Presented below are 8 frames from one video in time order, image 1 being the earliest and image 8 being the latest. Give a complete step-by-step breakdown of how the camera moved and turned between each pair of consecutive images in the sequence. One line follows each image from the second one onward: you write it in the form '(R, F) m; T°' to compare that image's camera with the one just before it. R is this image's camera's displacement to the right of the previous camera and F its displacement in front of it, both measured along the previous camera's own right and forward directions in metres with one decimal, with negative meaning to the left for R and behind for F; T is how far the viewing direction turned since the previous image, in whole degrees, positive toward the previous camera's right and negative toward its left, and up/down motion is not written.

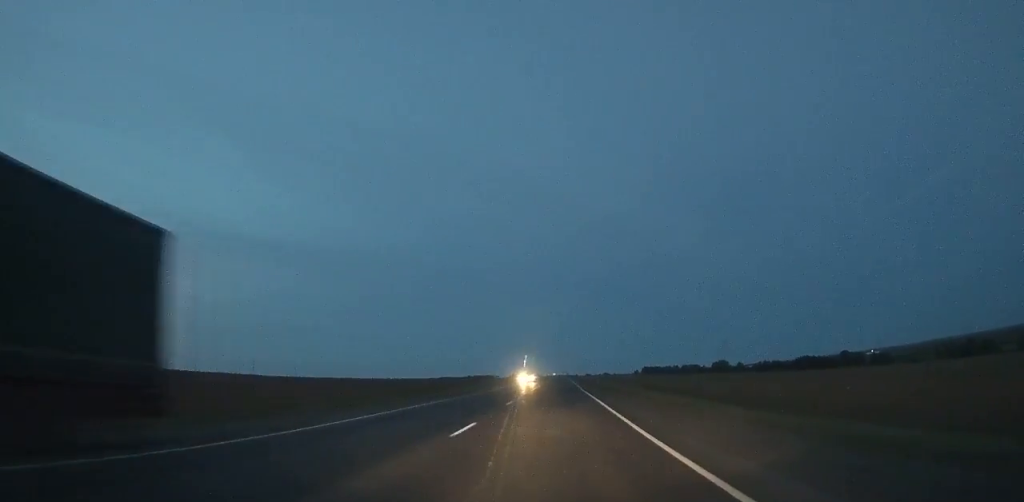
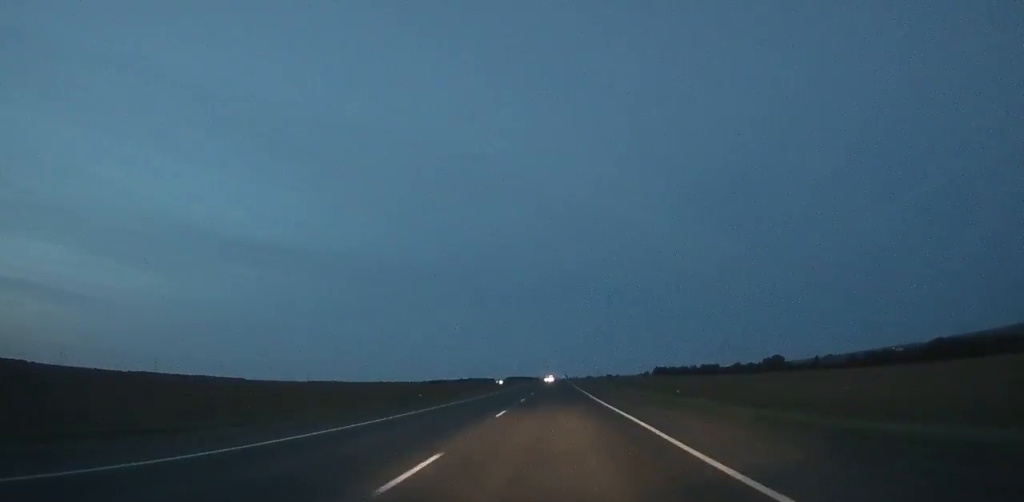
(+0.5, +145.2) m; 0°
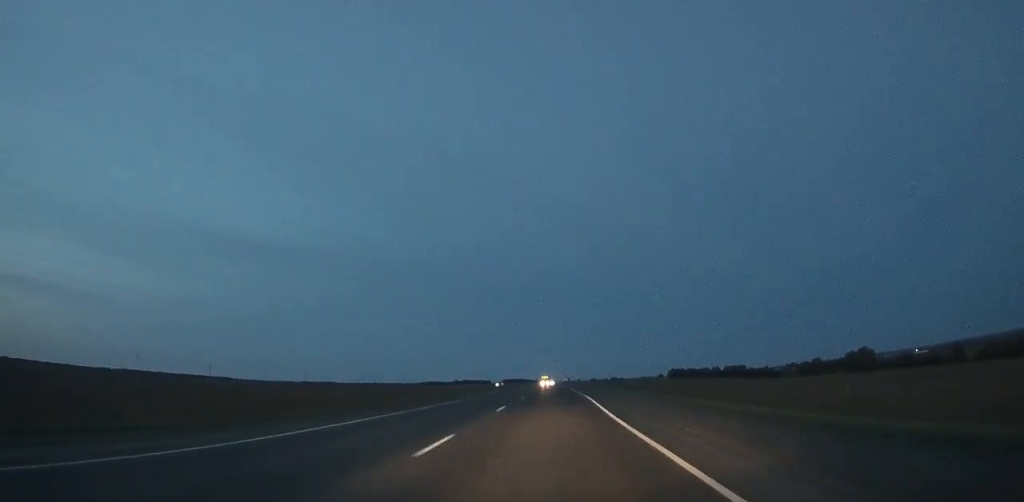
(0.0, +126.7) m; 0°
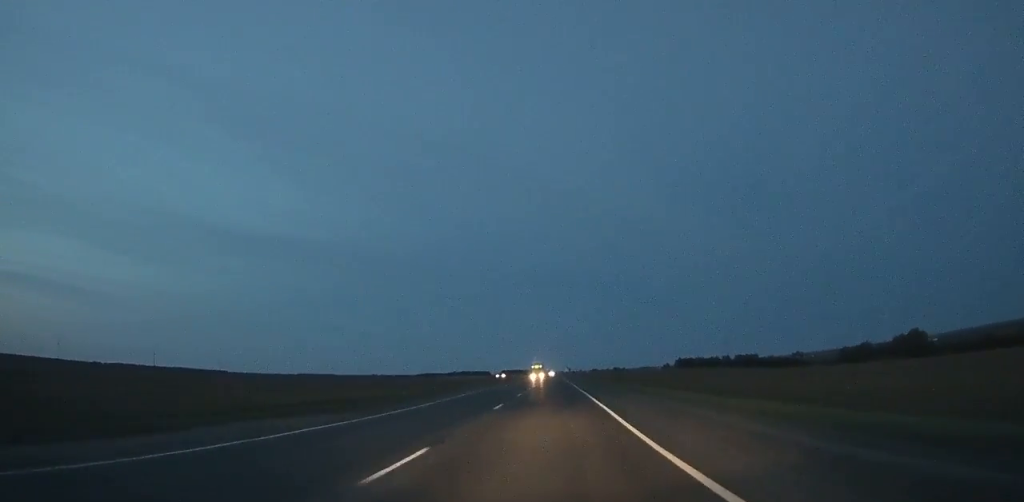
(-0.1, +49.1) m; 0°
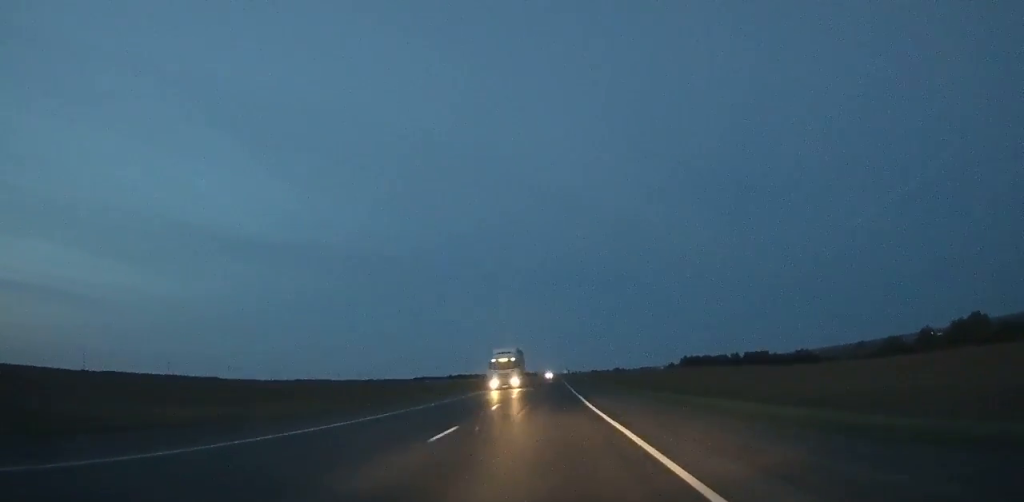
(0.0, +44.3) m; 0°
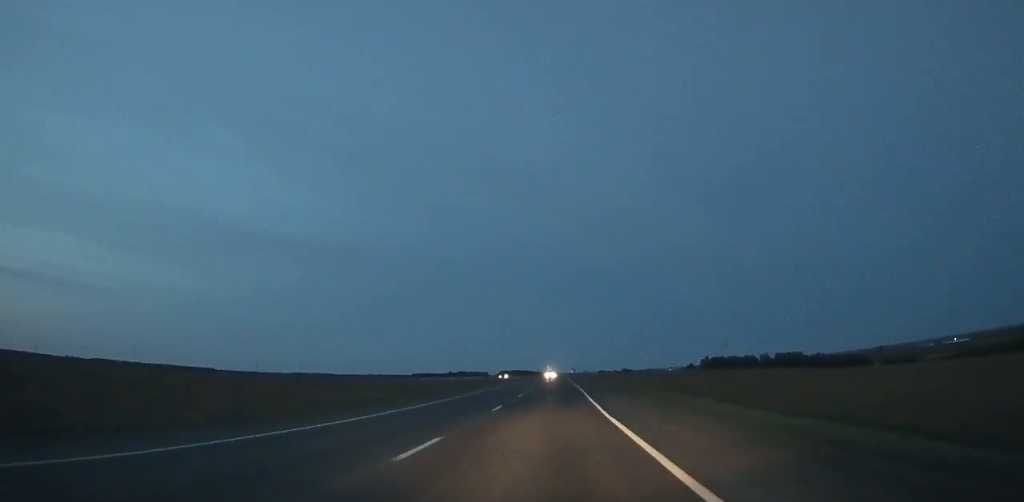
(-0.2, +86.2) m; 0°
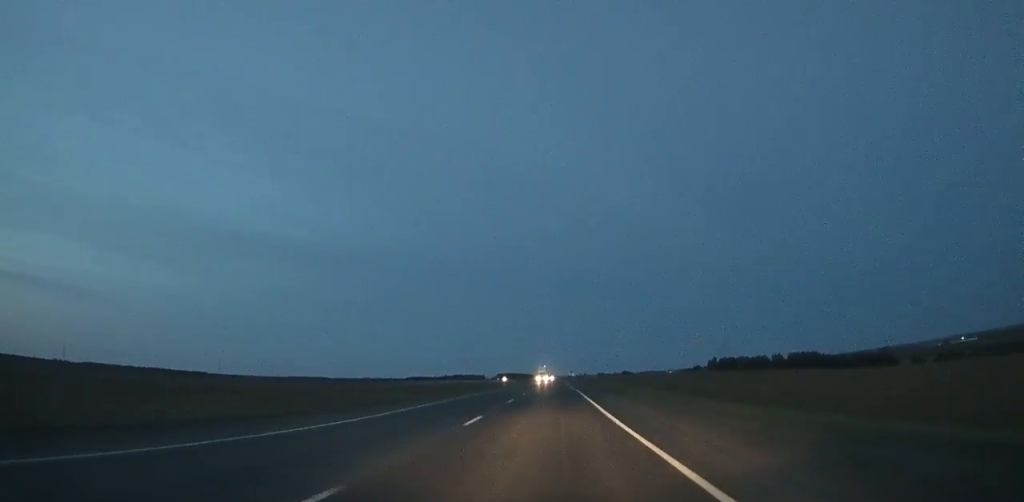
(-0.1, +41.9) m; 0°
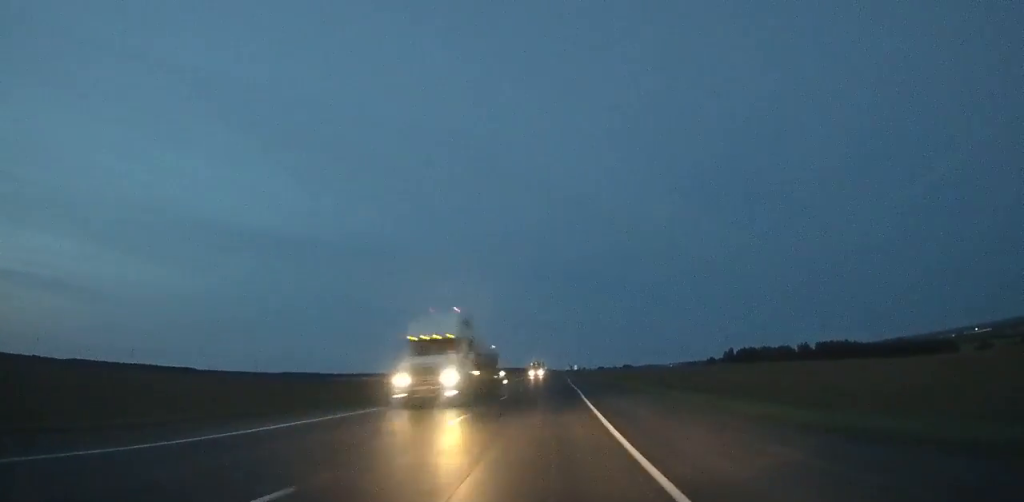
(+0.2, +70.4) m; 0°
